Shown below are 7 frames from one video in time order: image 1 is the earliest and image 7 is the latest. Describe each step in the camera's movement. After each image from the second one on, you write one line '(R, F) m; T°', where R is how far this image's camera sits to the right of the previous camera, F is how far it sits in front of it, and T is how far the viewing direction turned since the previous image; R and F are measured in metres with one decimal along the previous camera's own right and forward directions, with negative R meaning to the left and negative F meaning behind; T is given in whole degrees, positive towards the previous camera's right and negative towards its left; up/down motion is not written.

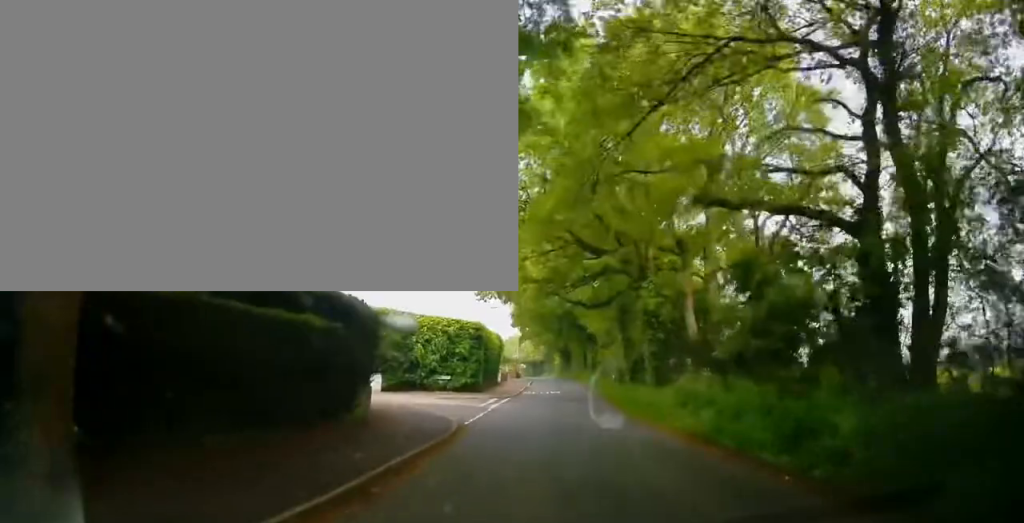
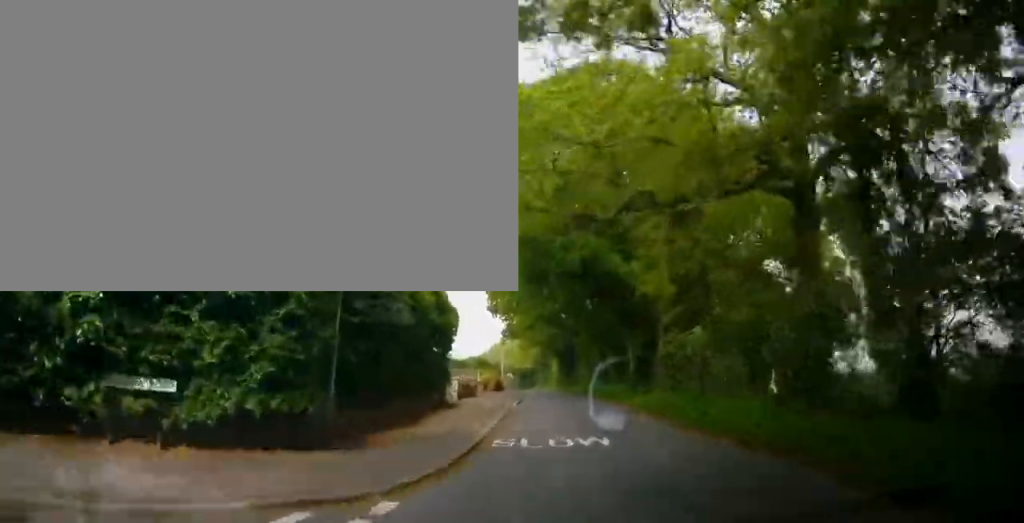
(+0.8, +29.4) m; +4°
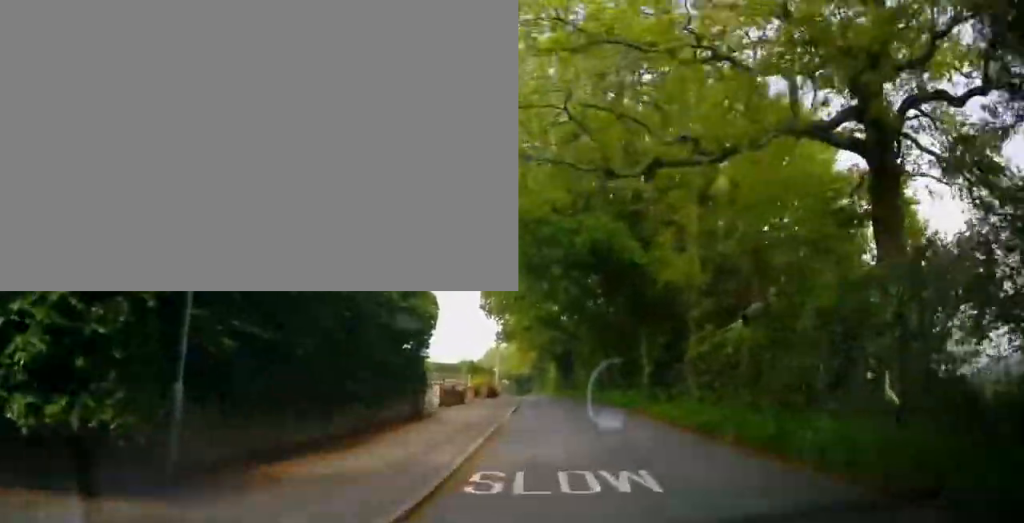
(0.0, +4.6) m; -1°
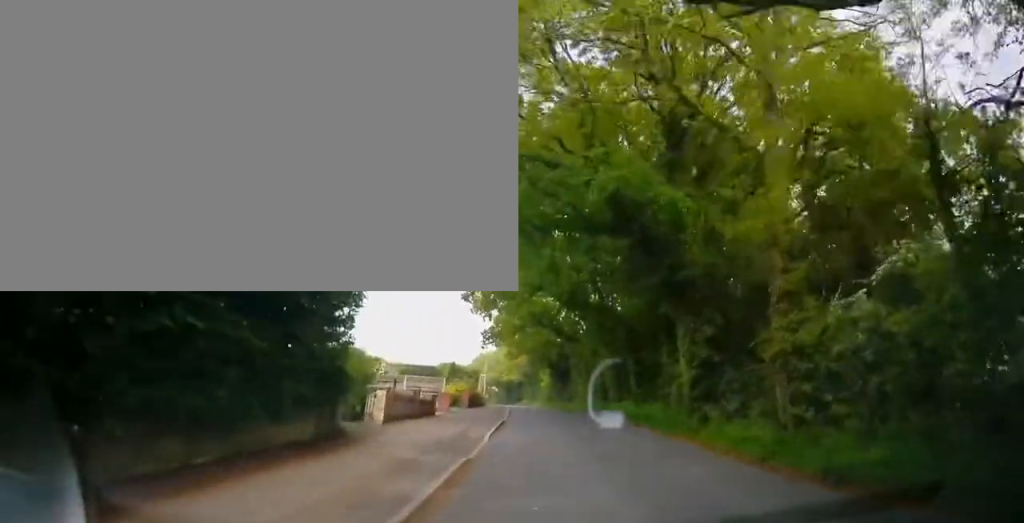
(-0.2, +7.2) m; -1°
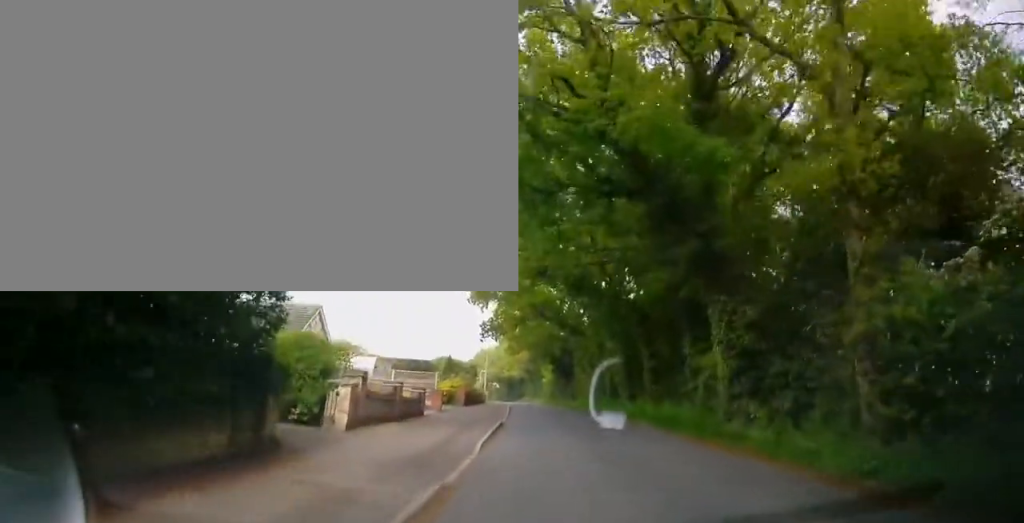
(0.0, +3.3) m; +1°
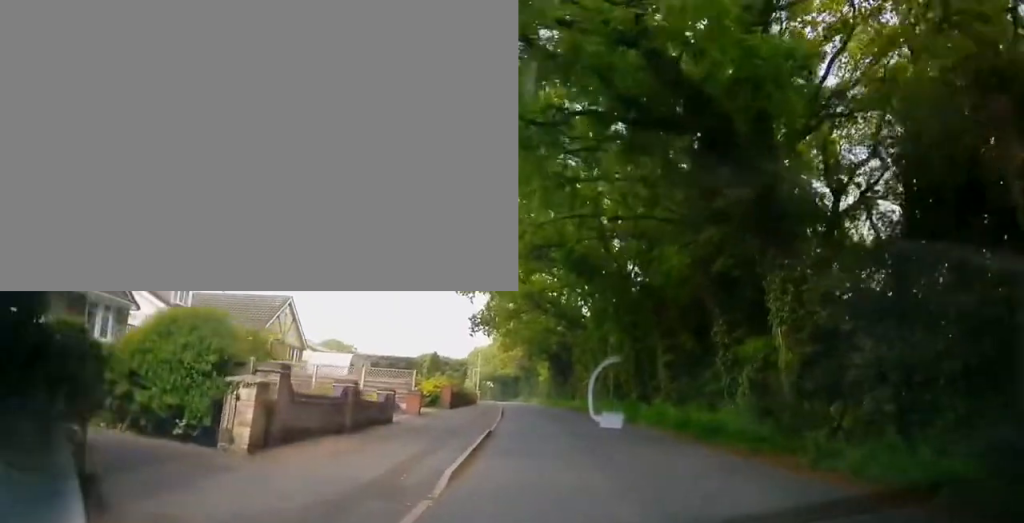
(+0.1, +4.0) m; -1°
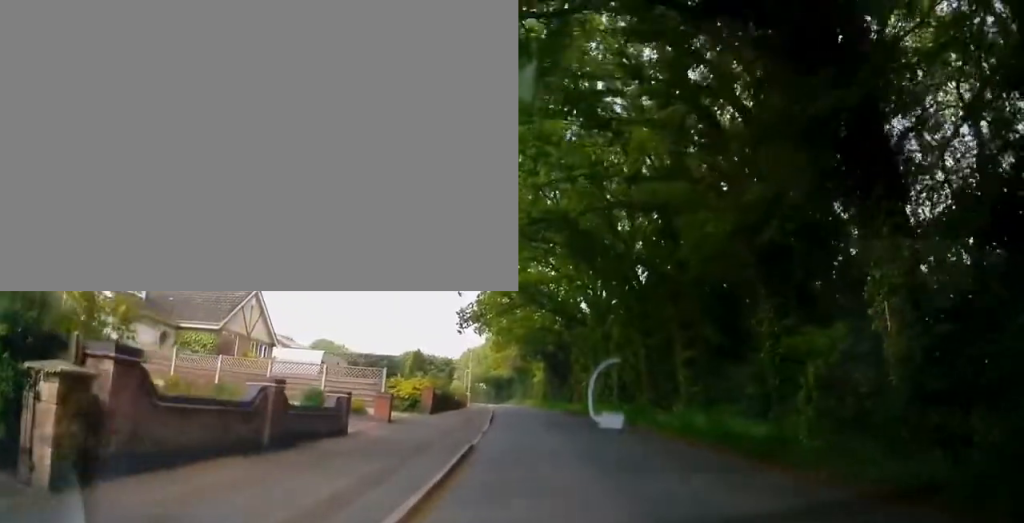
(0.0, +3.7) m; -4°
